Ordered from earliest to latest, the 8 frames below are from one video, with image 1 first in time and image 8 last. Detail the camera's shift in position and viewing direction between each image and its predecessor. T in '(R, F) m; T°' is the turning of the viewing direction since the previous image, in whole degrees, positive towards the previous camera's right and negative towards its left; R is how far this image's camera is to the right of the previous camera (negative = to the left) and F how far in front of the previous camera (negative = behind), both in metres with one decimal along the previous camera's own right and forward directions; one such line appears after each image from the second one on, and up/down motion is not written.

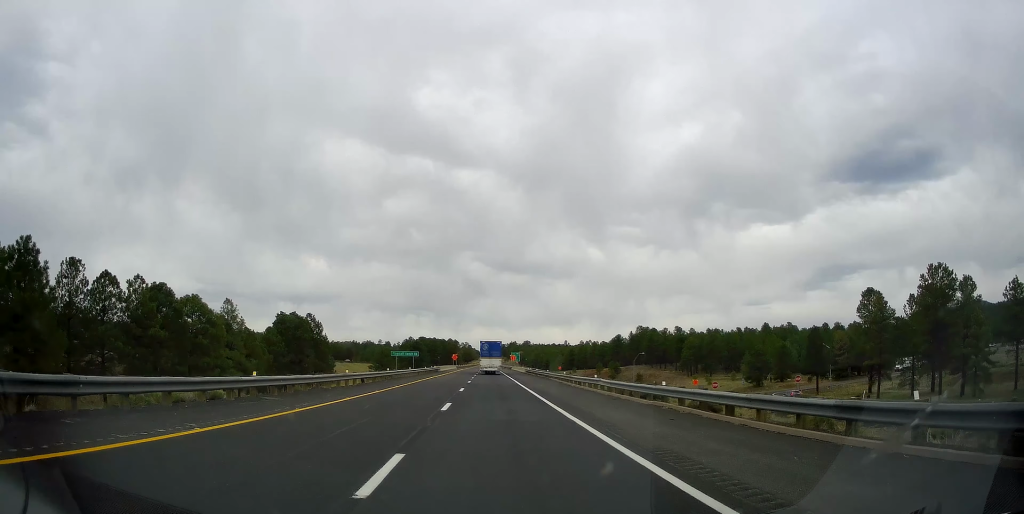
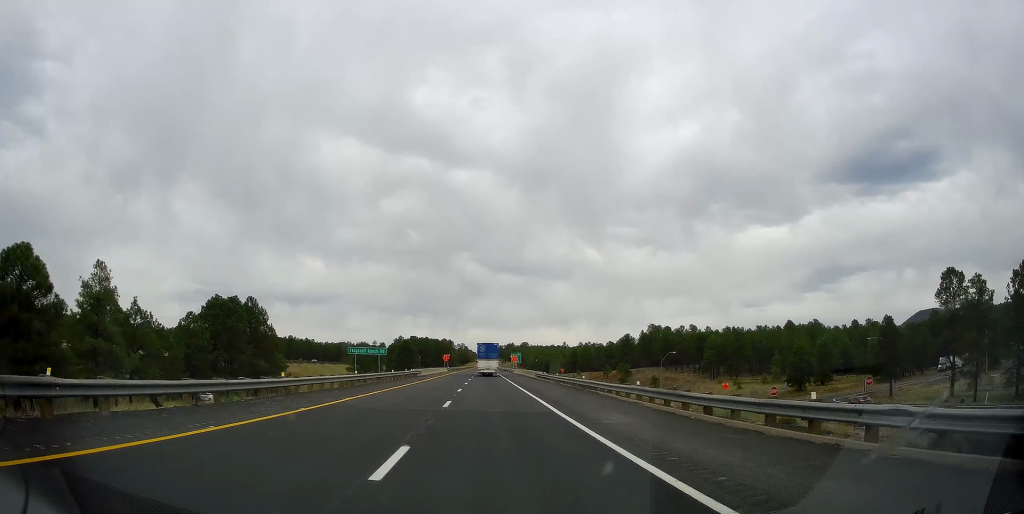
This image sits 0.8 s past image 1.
(0.0, +23.2) m; 0°
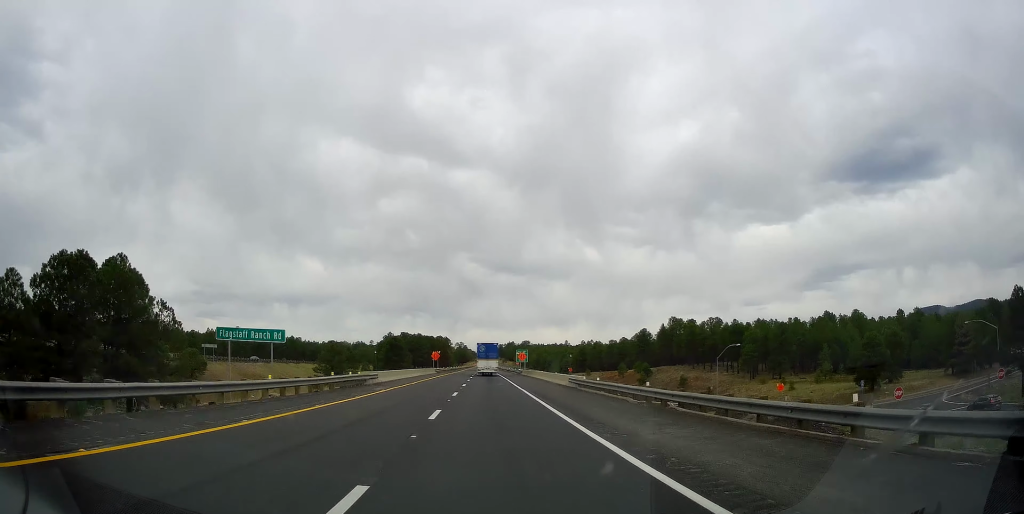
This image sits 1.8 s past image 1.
(-0.1, +28.0) m; 0°
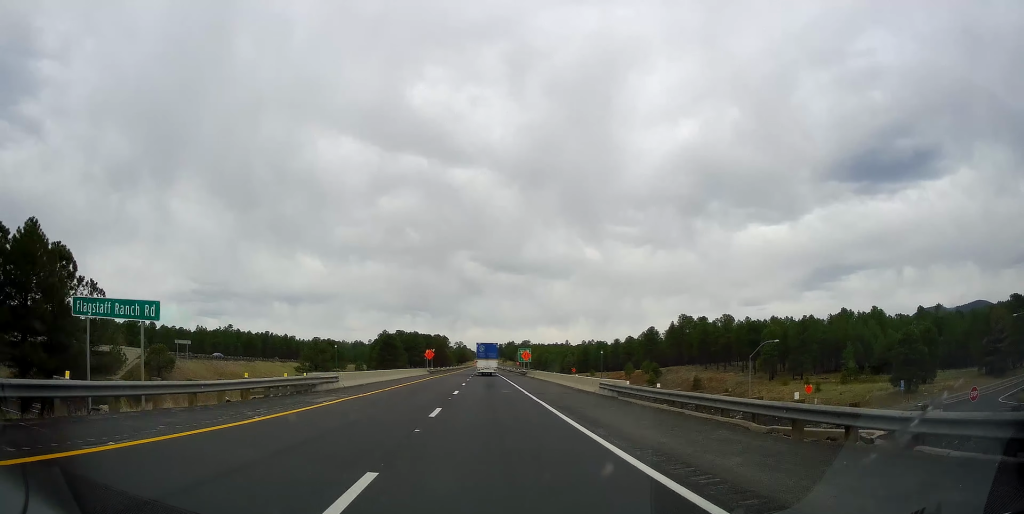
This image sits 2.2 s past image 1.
(0.0, +11.3) m; 0°
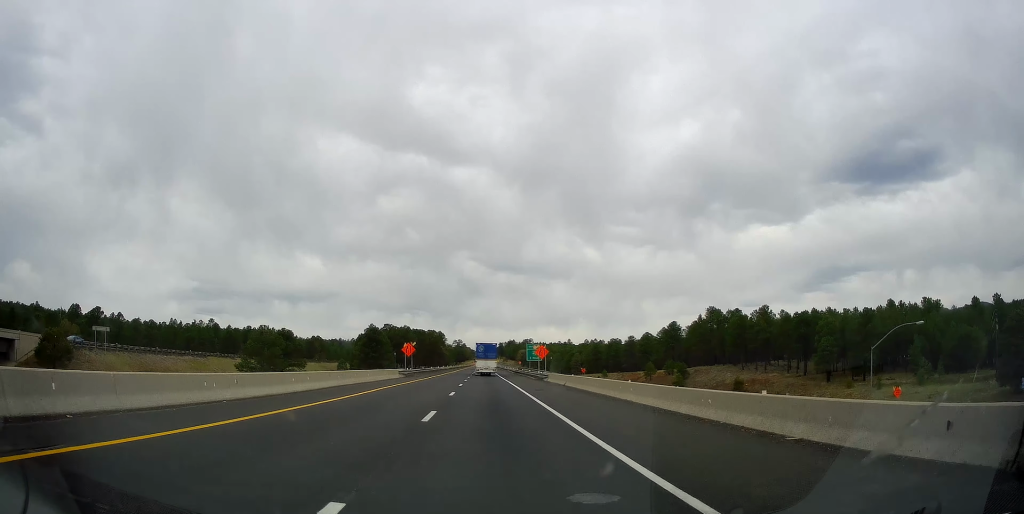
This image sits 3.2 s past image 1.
(+0.1, +26.3) m; 0°
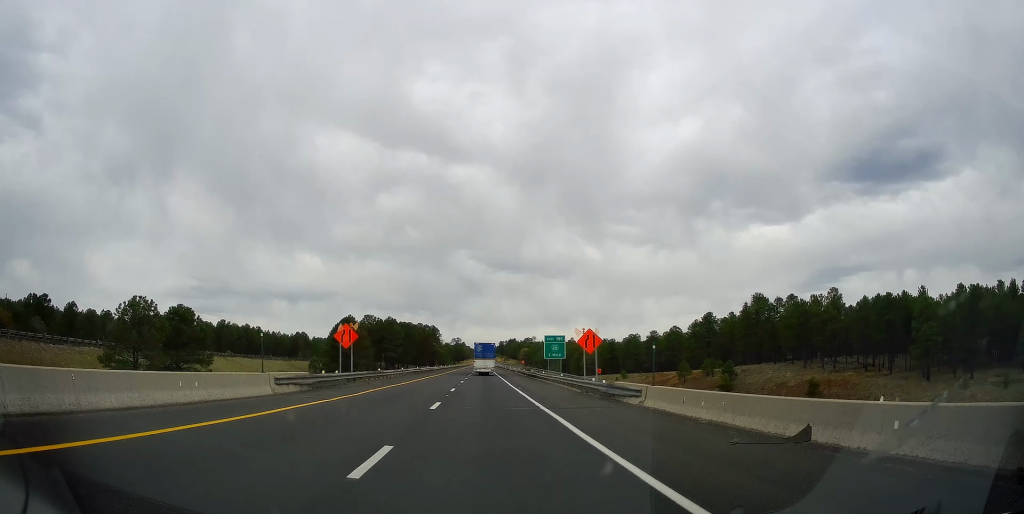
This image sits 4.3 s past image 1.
(-0.1, +31.8) m; -1°
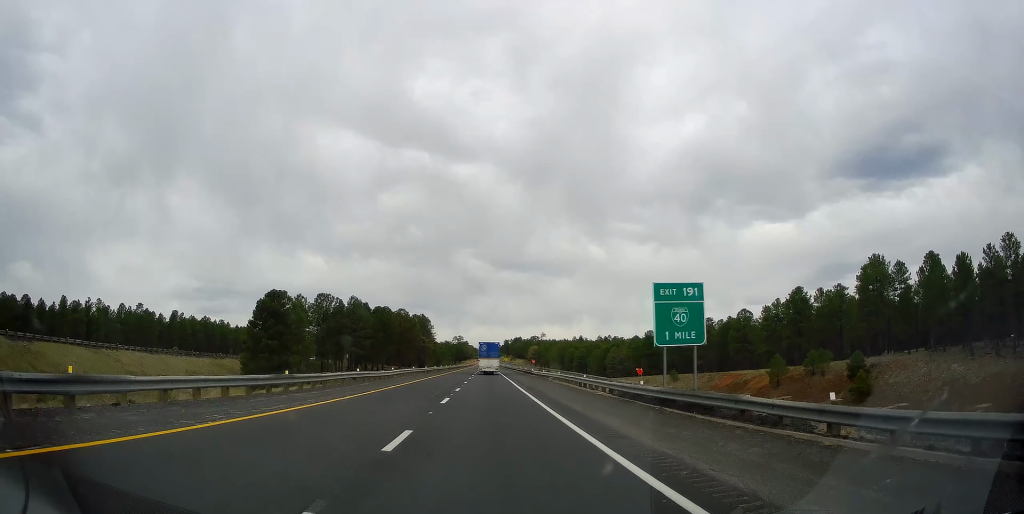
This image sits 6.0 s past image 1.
(+0.1, +48.4) m; +1°
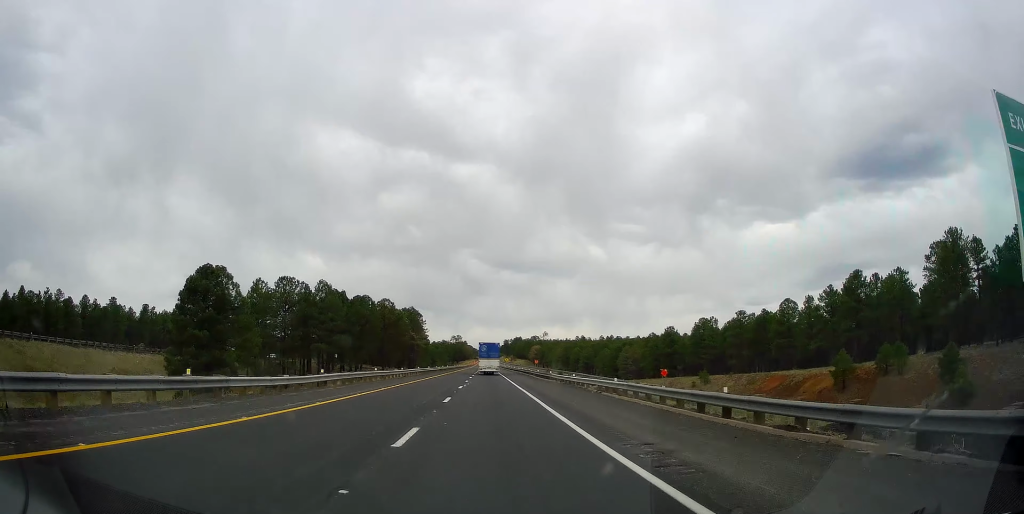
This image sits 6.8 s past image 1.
(+0.1, +21.4) m; 0°
